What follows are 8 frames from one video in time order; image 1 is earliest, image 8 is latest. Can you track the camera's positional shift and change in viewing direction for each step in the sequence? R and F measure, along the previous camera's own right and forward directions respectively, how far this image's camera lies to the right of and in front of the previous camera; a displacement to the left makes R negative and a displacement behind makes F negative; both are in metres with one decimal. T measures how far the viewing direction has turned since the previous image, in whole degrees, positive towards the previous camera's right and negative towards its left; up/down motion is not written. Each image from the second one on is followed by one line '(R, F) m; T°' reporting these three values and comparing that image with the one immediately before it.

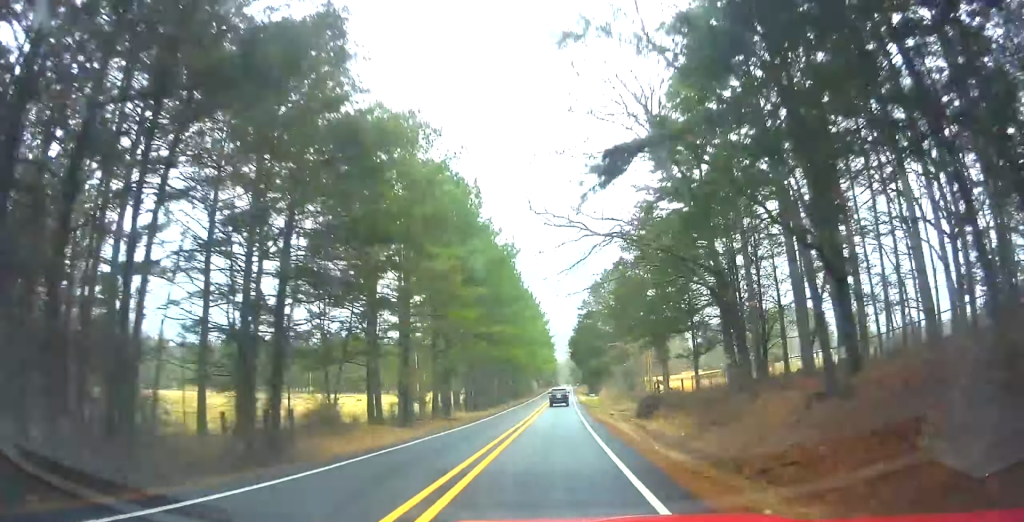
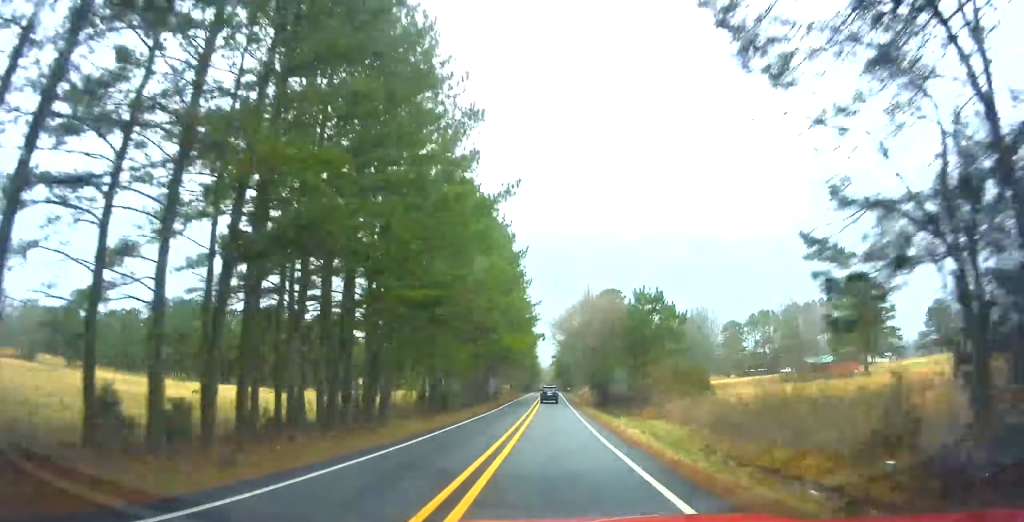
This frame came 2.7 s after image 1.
(+1.4, +57.1) m; +2°
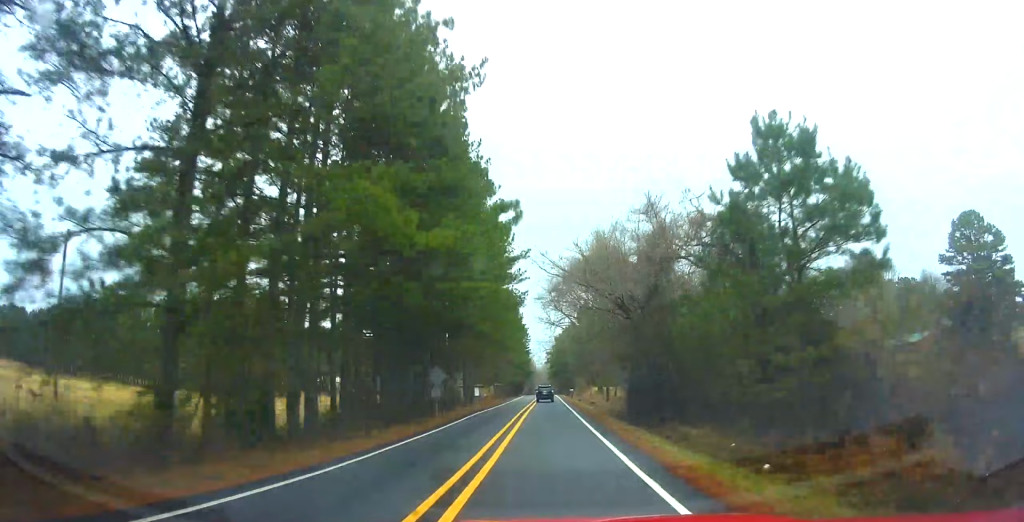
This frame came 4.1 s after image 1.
(+0.2, +30.9) m; +1°
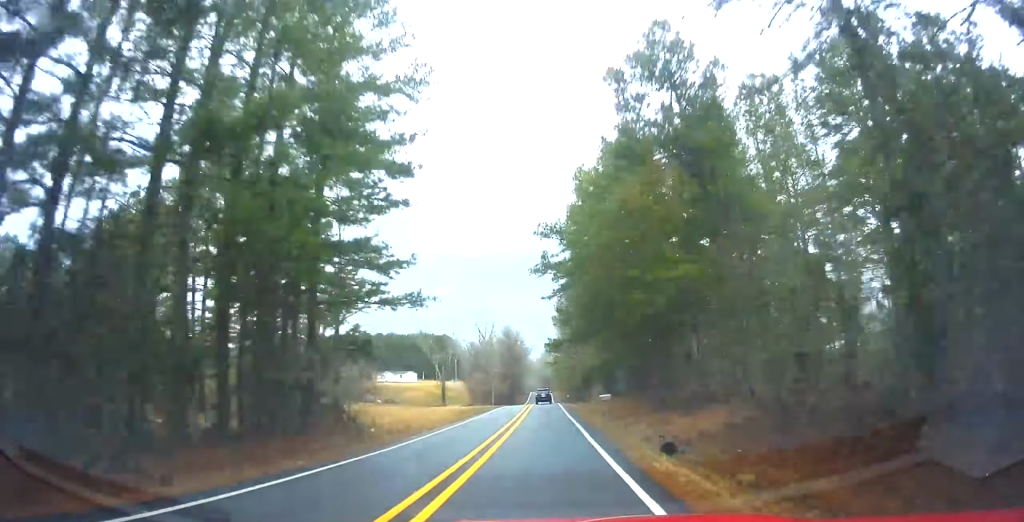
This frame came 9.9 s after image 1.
(+2.2, +134.4) m; +1°
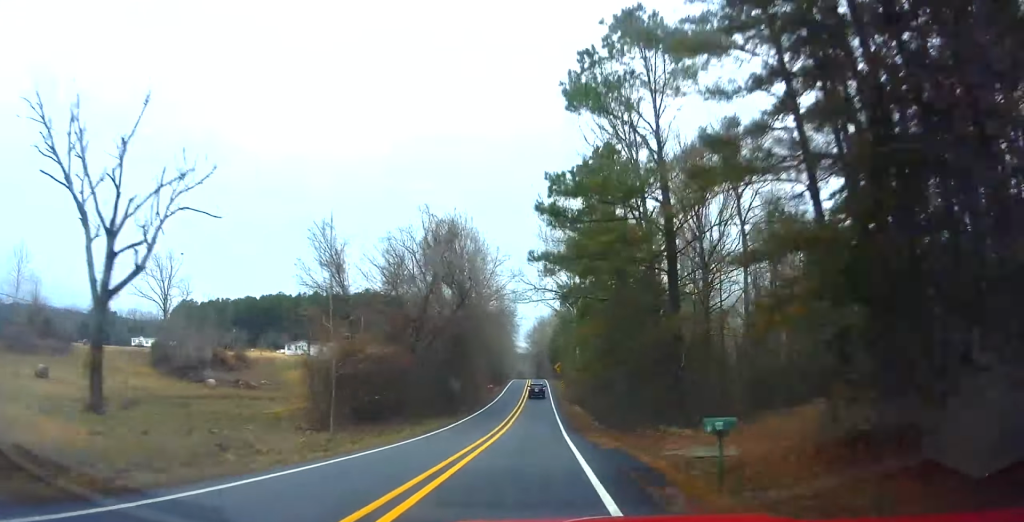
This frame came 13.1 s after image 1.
(-0.1, +76.9) m; -1°
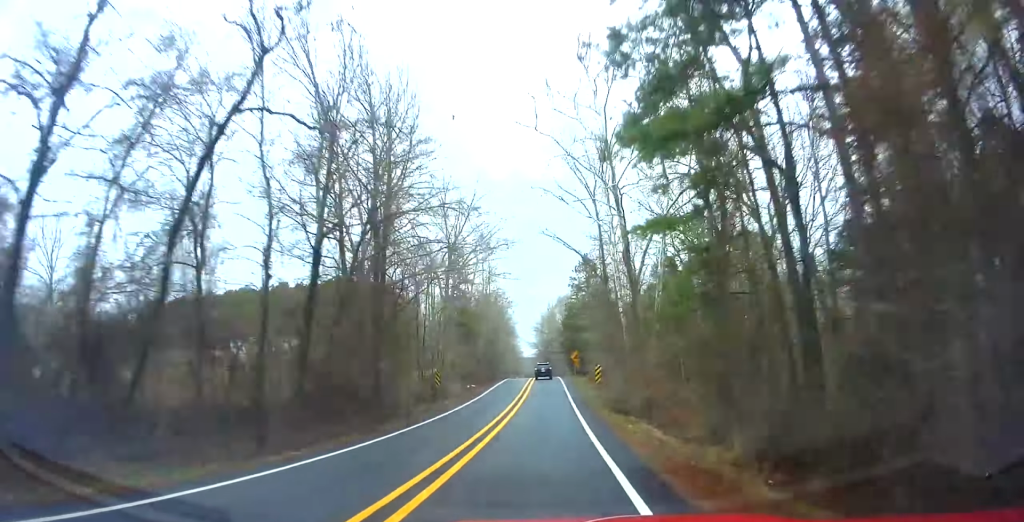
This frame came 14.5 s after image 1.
(-0.1, +33.8) m; -1°
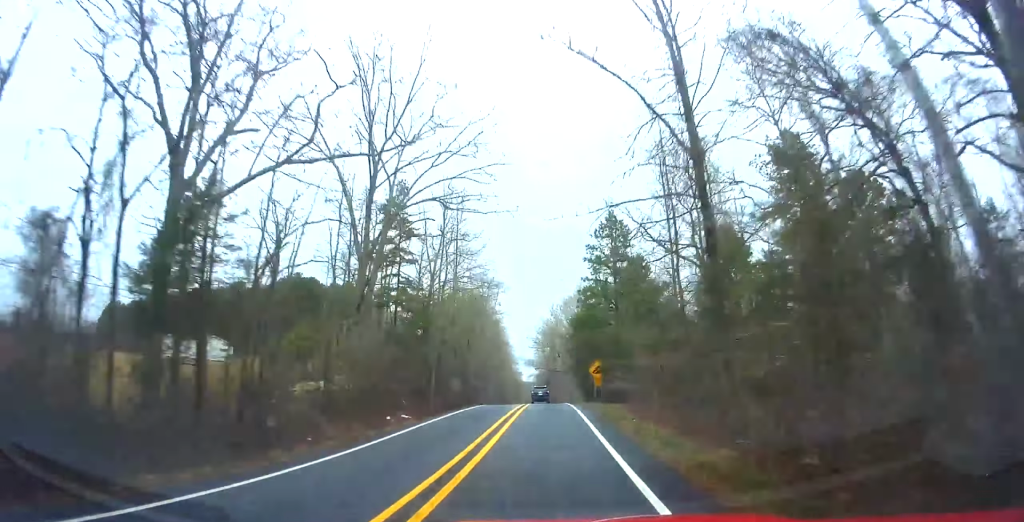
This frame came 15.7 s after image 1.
(-0.3, +28.9) m; 0°
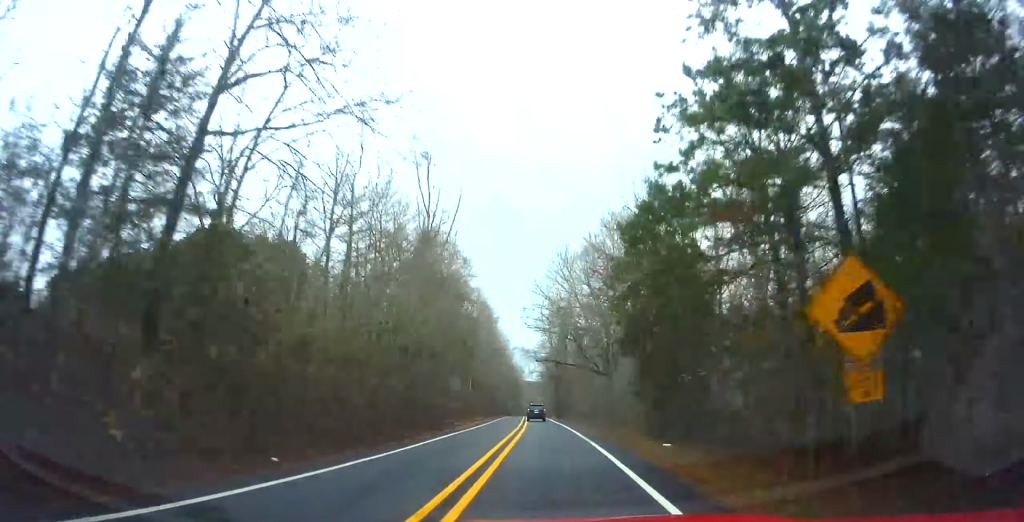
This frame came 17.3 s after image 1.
(-0.2, +38.4) m; -1°
